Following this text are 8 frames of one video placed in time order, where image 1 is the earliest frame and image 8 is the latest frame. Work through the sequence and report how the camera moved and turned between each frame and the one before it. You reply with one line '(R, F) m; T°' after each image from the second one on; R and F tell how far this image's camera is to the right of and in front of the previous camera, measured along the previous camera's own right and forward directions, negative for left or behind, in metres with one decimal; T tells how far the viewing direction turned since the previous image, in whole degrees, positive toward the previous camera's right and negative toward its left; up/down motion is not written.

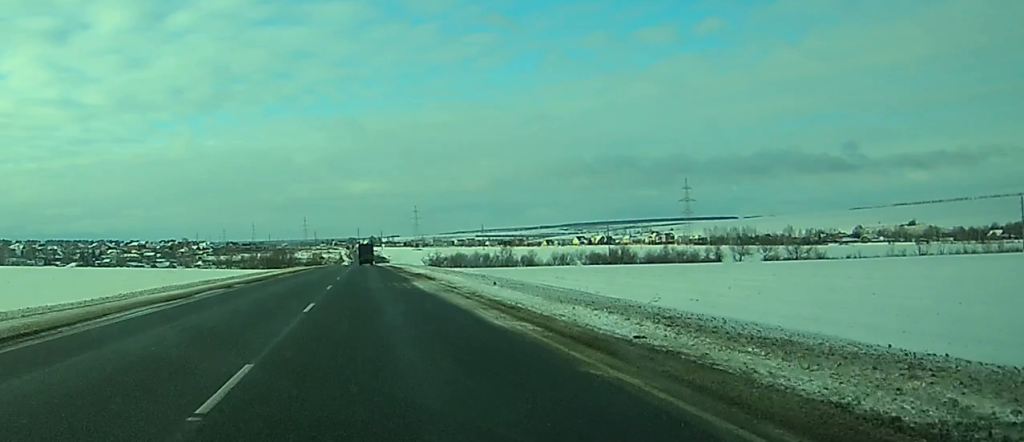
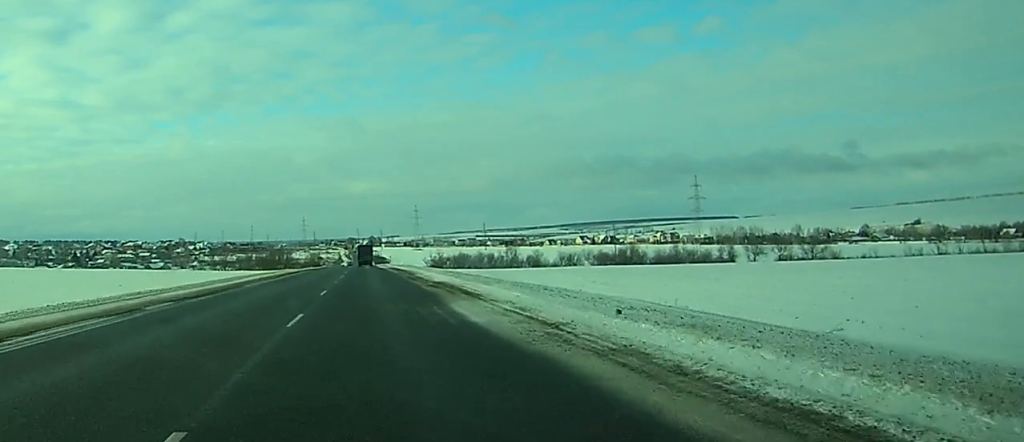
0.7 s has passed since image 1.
(-0.3, +15.7) m; -1°
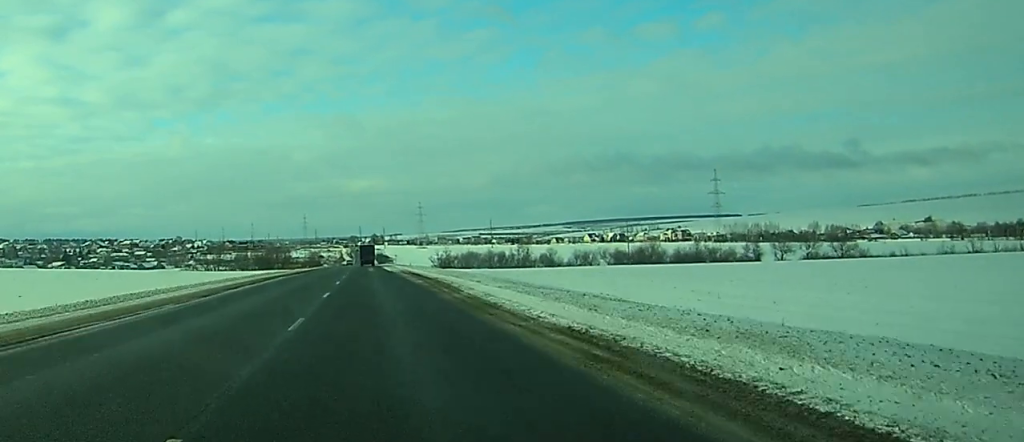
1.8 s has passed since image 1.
(-0.2, +24.1) m; 0°
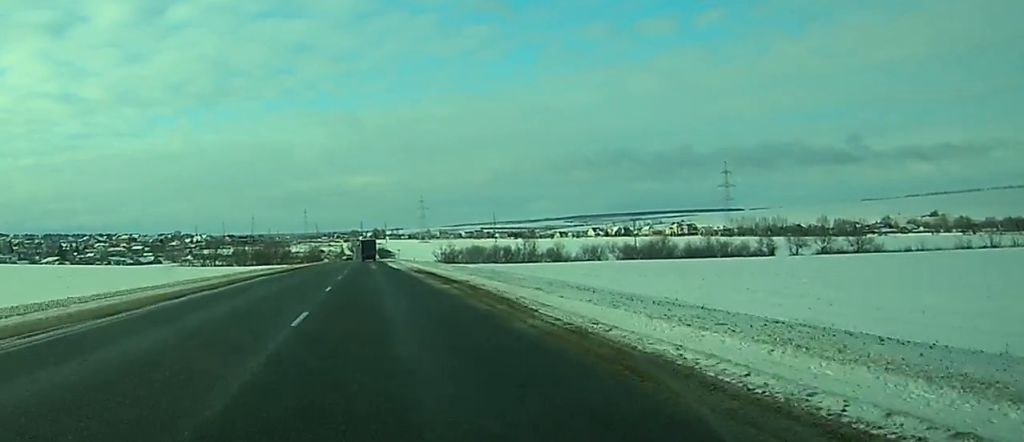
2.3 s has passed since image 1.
(0.0, +12.1) m; 0°
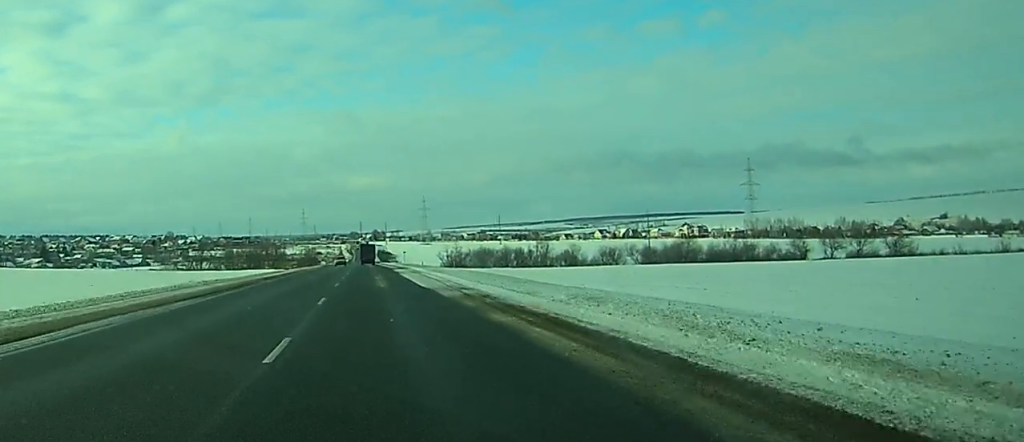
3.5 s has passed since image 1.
(+0.3, +28.0) m; 0°
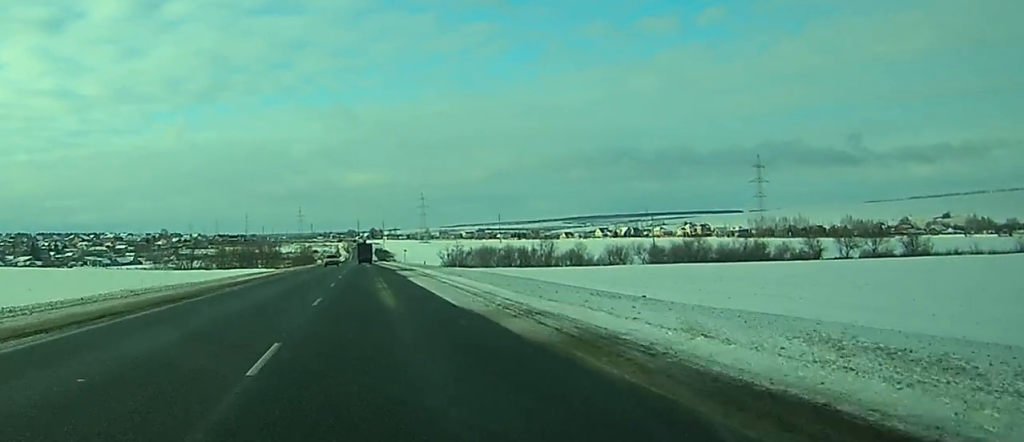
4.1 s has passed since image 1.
(0.0, +12.9) m; 0°
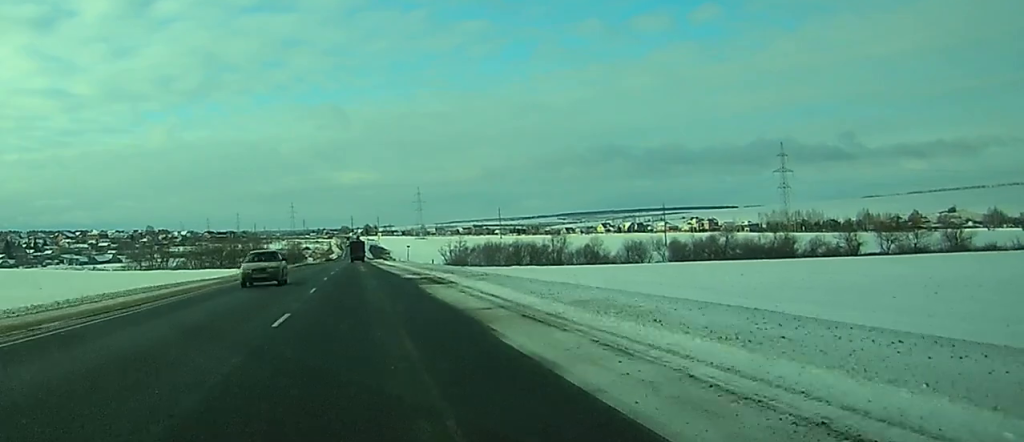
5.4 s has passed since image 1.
(-0.3, +29.7) m; 0°
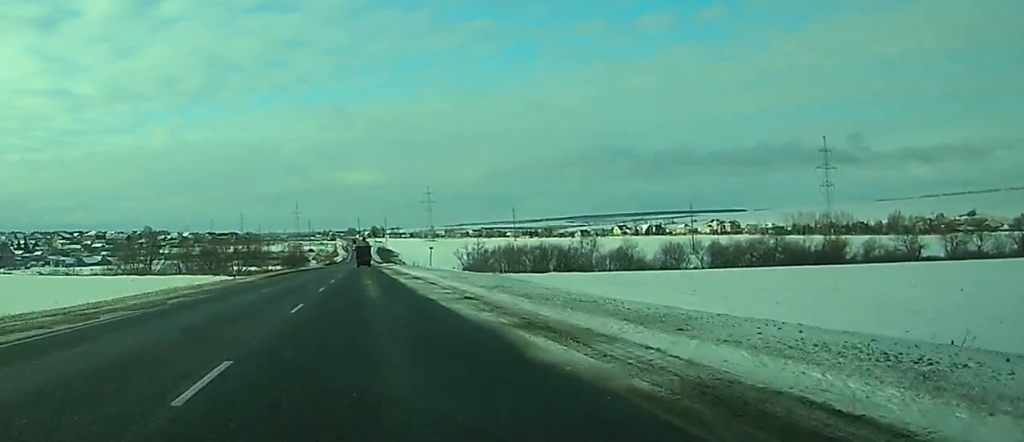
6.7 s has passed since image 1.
(+0.4, +30.7) m; +1°
